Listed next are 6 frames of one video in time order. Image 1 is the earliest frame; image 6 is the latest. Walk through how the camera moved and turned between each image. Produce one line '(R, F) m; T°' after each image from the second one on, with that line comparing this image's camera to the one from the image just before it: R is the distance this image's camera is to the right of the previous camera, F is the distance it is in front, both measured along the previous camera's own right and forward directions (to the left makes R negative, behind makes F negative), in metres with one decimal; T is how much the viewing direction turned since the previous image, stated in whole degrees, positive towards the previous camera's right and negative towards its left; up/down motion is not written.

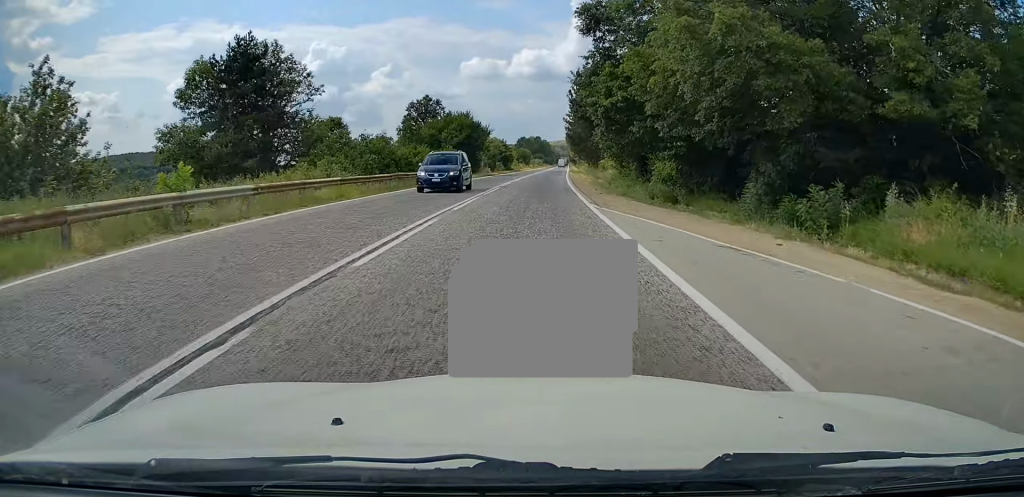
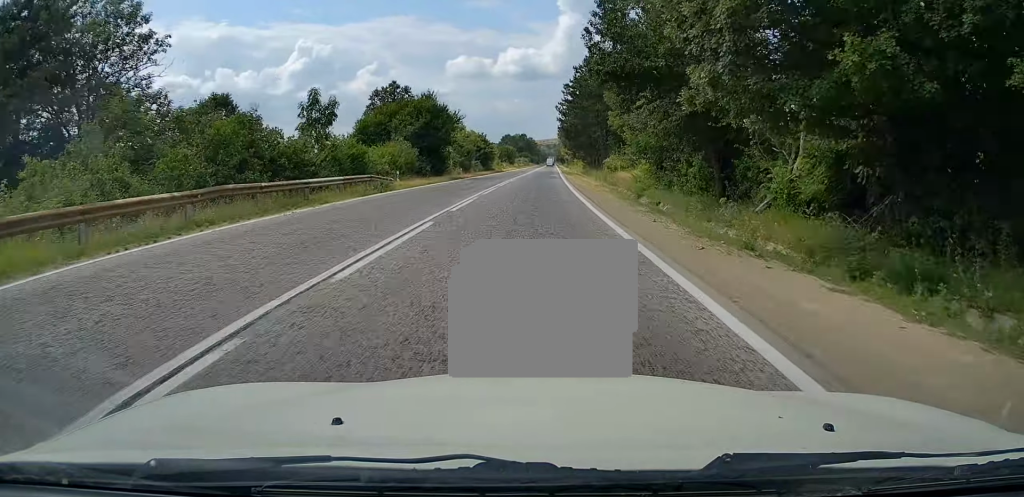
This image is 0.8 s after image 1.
(-0.2, +18.5) m; +1°
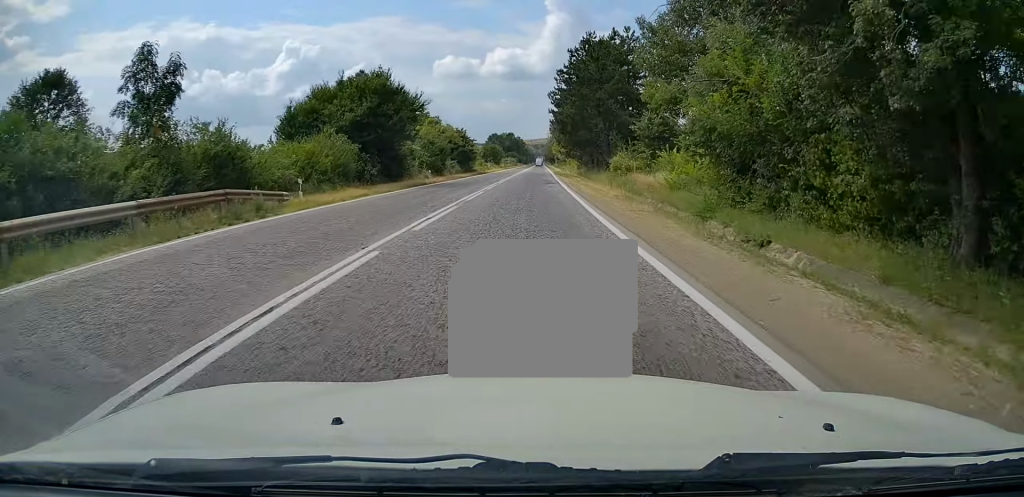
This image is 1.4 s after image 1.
(+0.3, +13.3) m; +1°
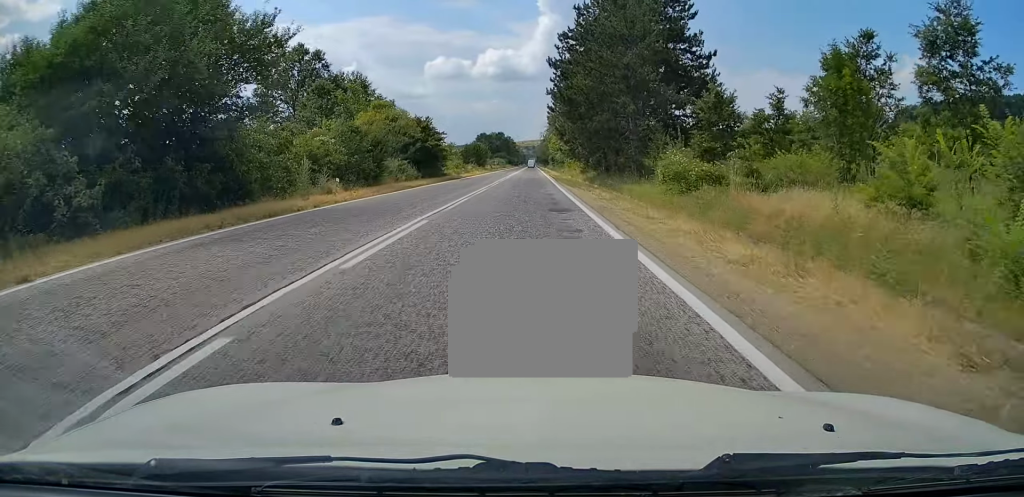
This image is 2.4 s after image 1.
(+0.3, +22.3) m; +1°
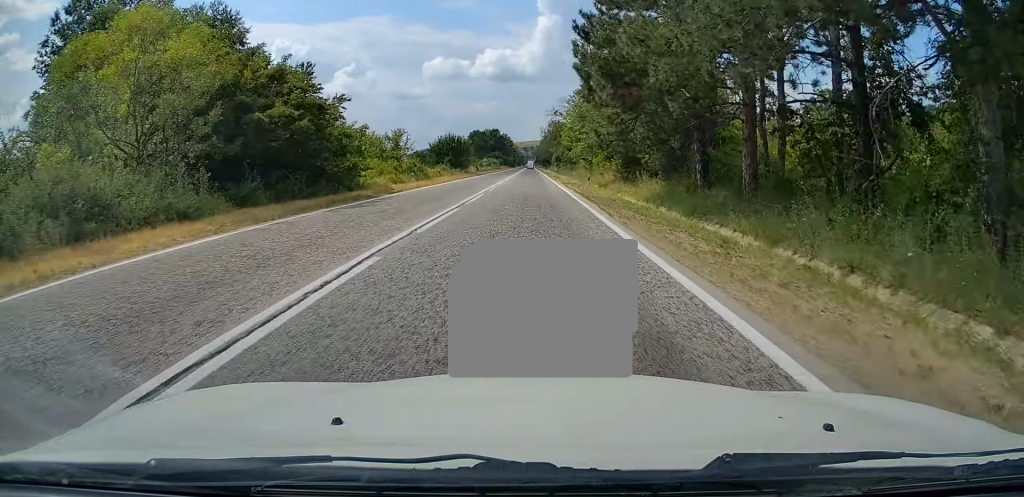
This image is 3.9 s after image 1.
(+0.2, +32.8) m; +1°
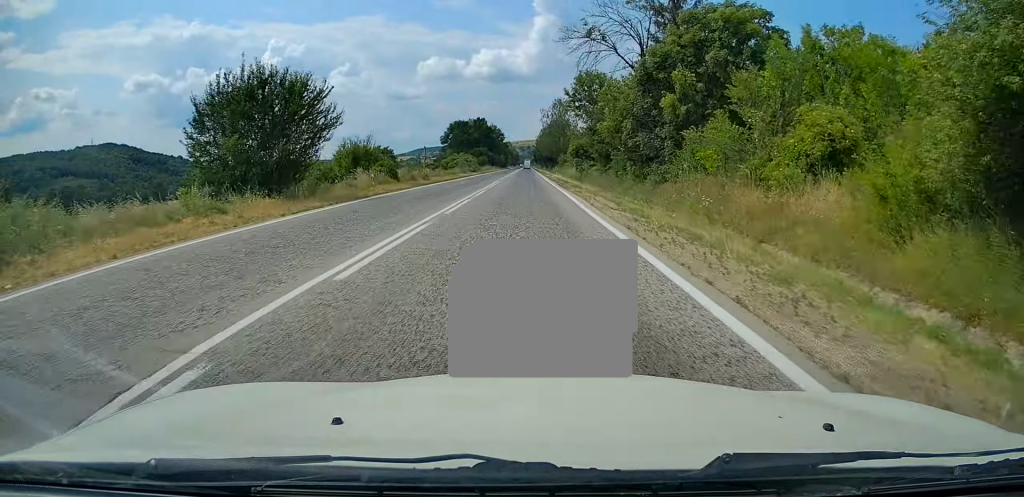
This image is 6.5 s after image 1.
(+0.2, +59.7) m; 0°
